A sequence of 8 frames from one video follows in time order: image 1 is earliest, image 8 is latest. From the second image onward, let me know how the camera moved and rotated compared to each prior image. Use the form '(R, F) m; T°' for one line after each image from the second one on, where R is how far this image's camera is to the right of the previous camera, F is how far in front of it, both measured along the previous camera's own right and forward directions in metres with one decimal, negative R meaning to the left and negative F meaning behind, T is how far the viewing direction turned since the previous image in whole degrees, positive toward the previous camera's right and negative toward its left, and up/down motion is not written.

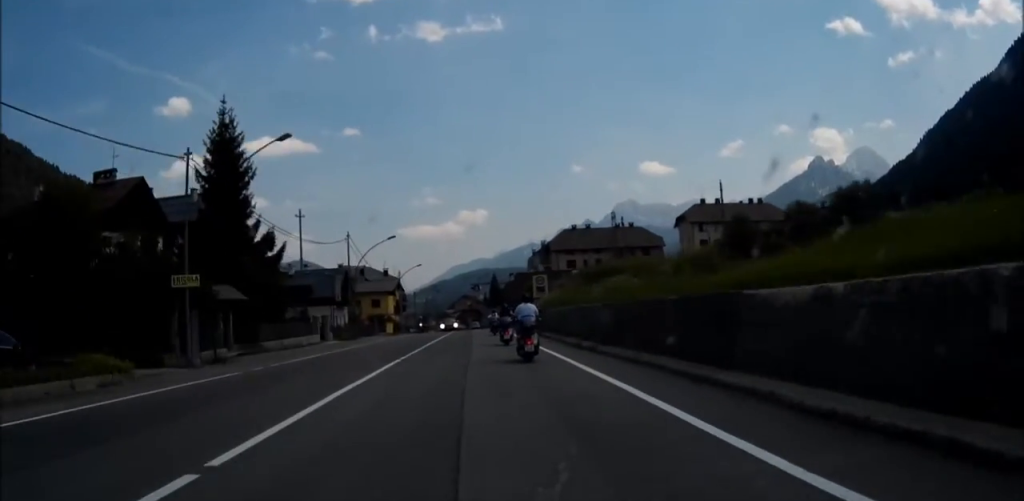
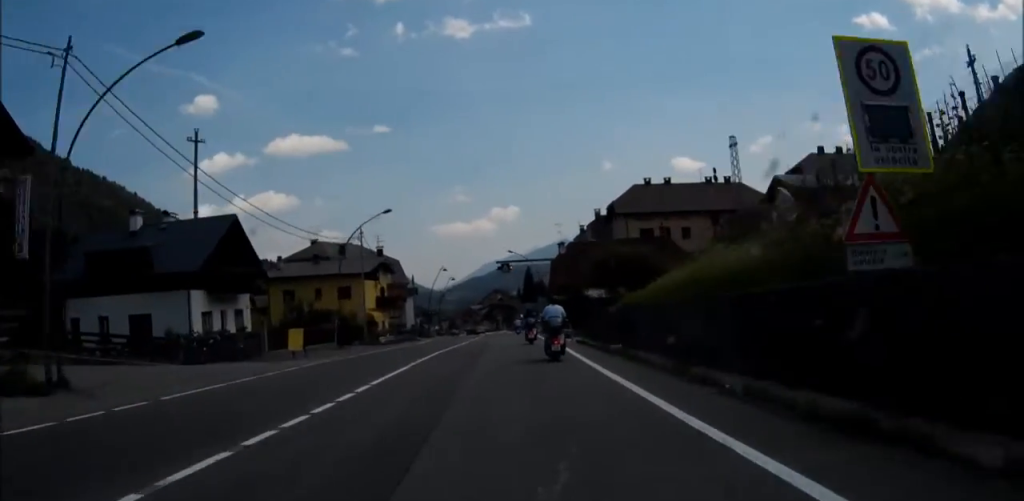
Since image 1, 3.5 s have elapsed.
(-0.3, +46.4) m; 0°
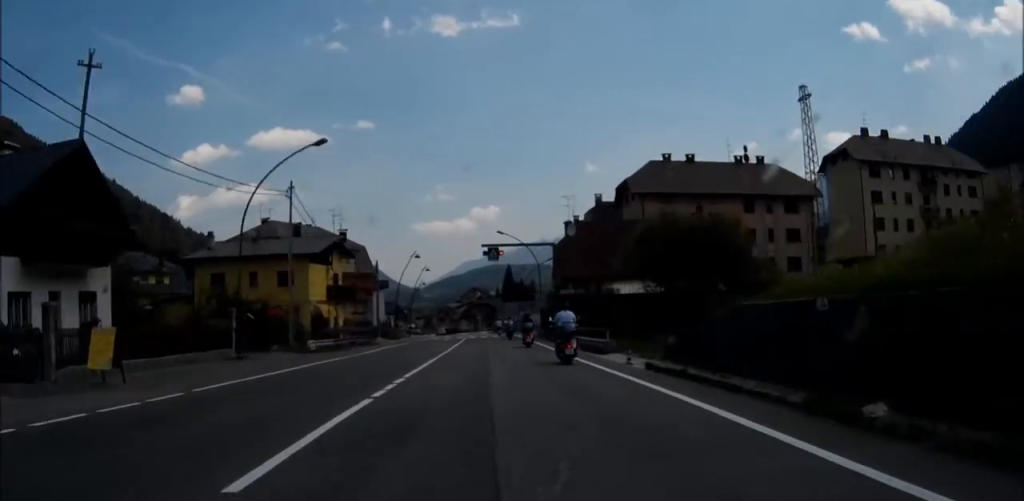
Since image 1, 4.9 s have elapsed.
(+0.2, +18.3) m; +1°
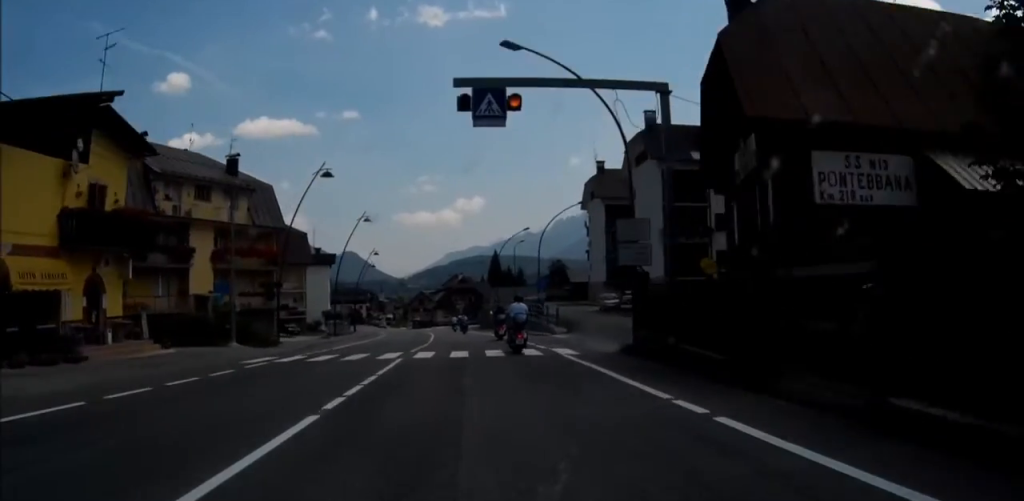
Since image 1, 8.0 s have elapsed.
(+0.5, +41.0) m; +1°
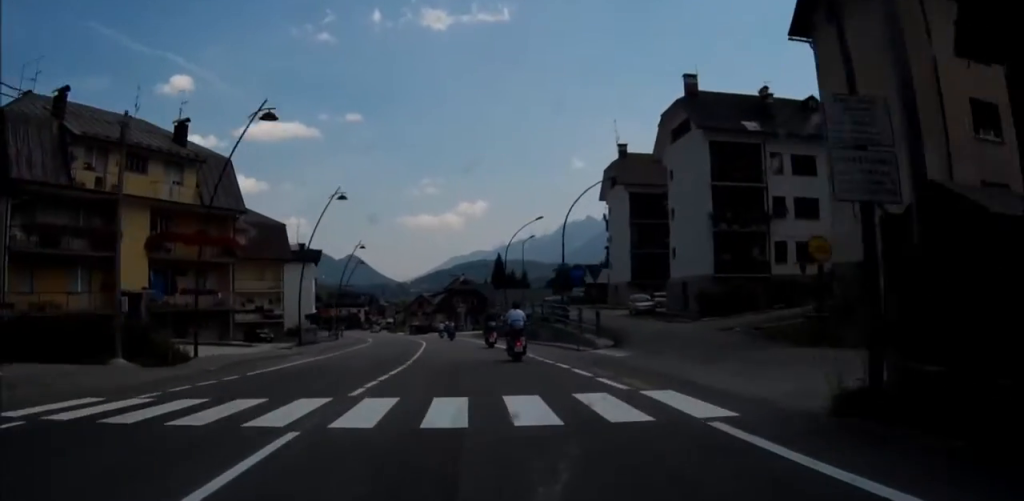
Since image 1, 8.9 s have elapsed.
(0.0, +11.9) m; 0°
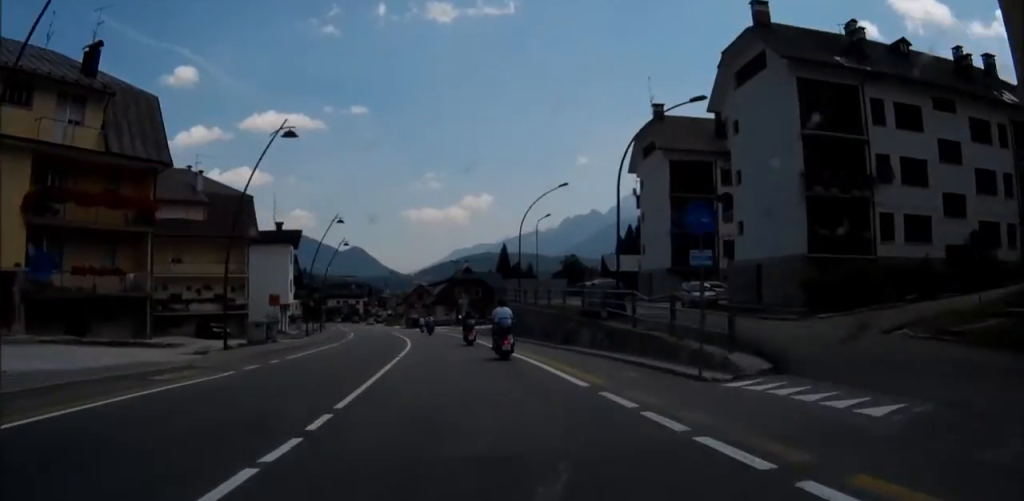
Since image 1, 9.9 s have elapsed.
(0.0, +13.7) m; -1°
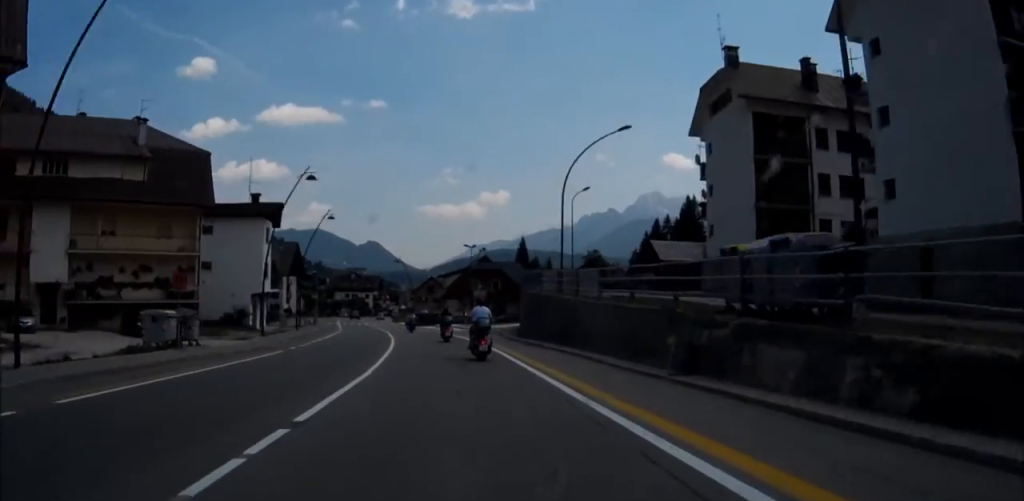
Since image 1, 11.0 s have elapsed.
(-0.1, +15.7) m; -2°
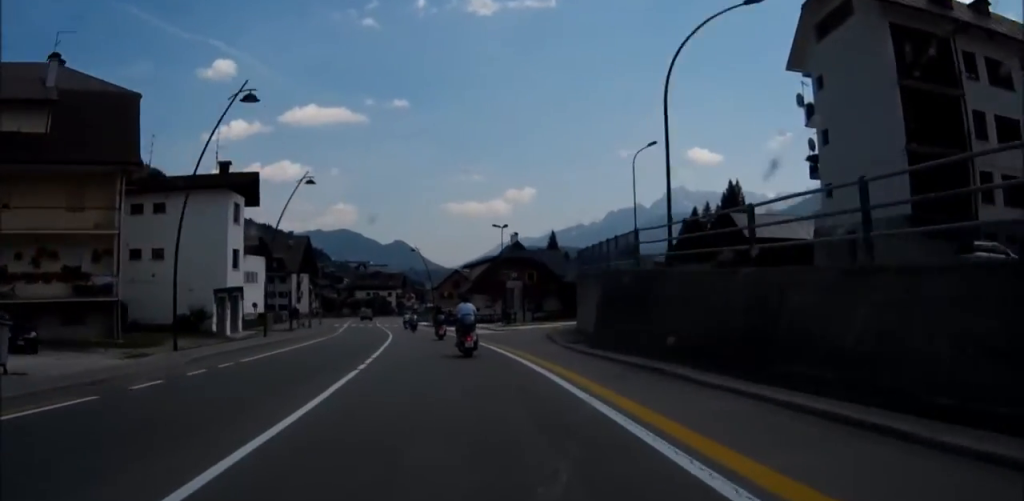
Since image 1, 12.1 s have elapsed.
(-0.2, +15.7) m; -2°
